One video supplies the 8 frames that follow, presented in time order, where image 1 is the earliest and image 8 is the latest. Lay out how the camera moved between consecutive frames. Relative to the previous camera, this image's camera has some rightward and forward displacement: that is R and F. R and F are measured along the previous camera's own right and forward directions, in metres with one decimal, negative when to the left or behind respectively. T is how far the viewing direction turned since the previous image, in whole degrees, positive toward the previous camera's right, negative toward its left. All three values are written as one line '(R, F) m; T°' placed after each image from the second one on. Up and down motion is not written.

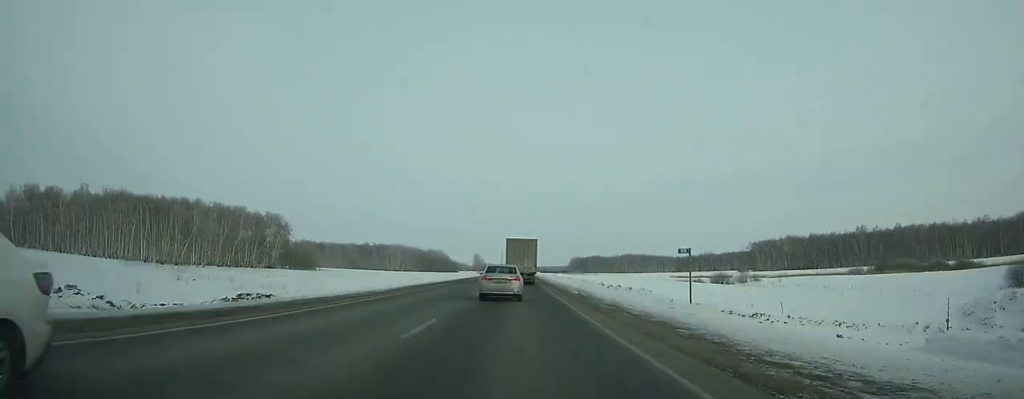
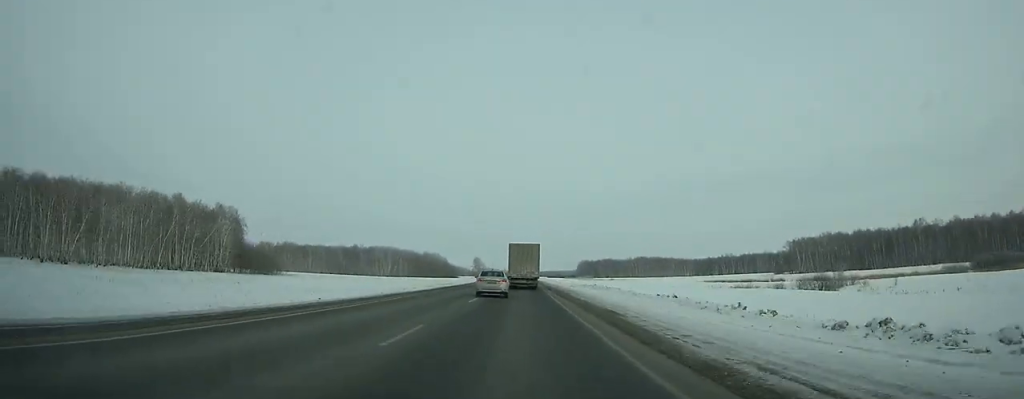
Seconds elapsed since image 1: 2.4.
(-0.1, +53.3) m; -1°
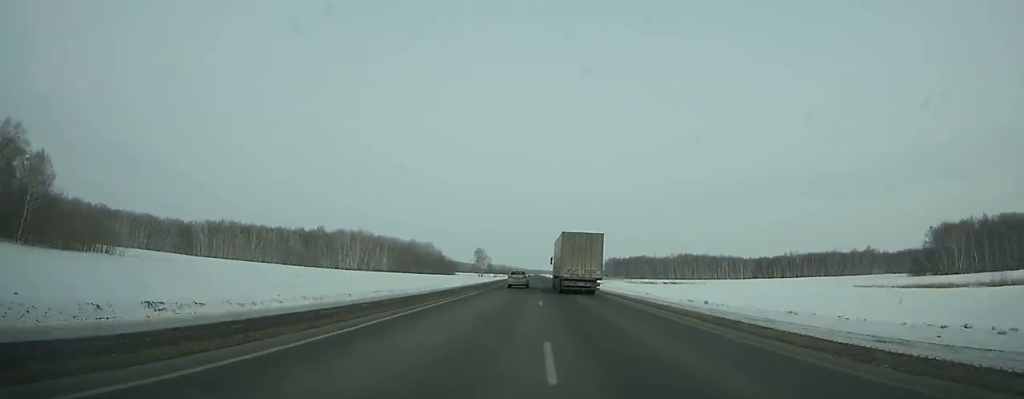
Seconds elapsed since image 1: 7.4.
(-0.9, +123.4) m; 0°
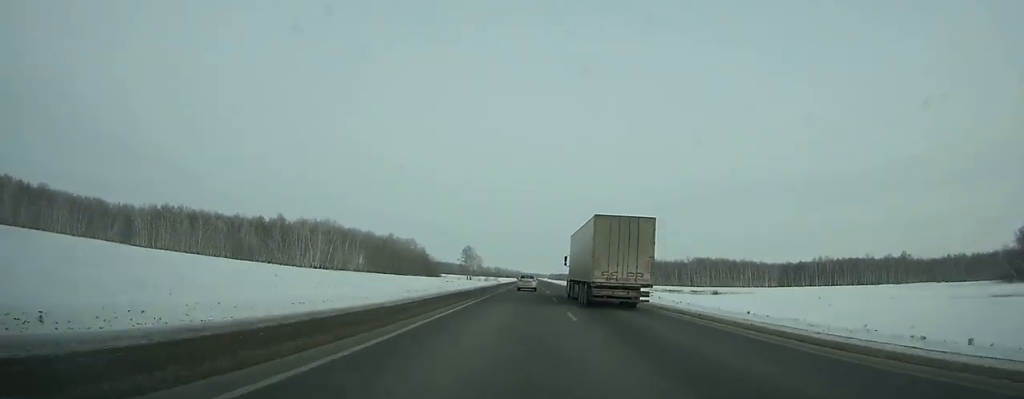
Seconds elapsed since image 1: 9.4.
(+0.2, +54.4) m; 0°
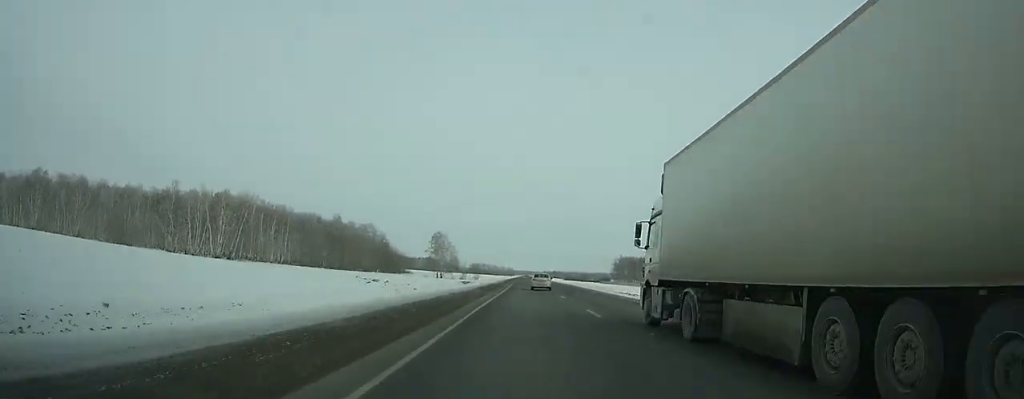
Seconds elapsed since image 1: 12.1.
(-0.1, +79.1) m; +1°
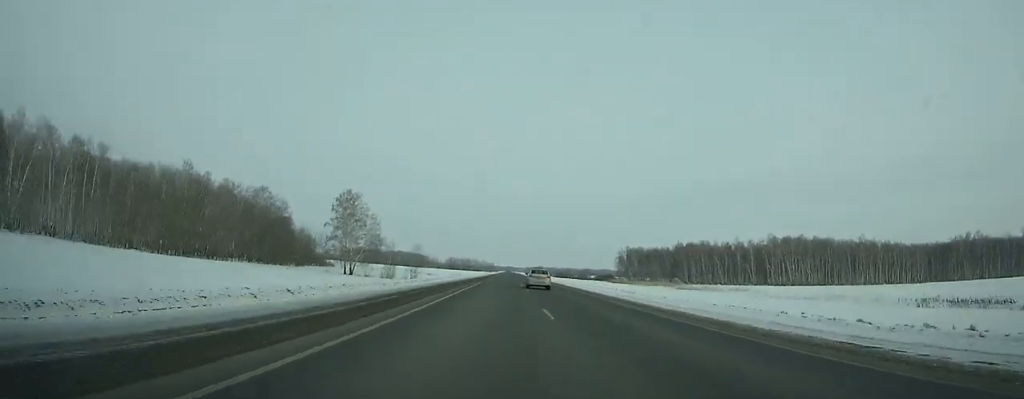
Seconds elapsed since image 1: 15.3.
(+1.7, +97.8) m; +1°
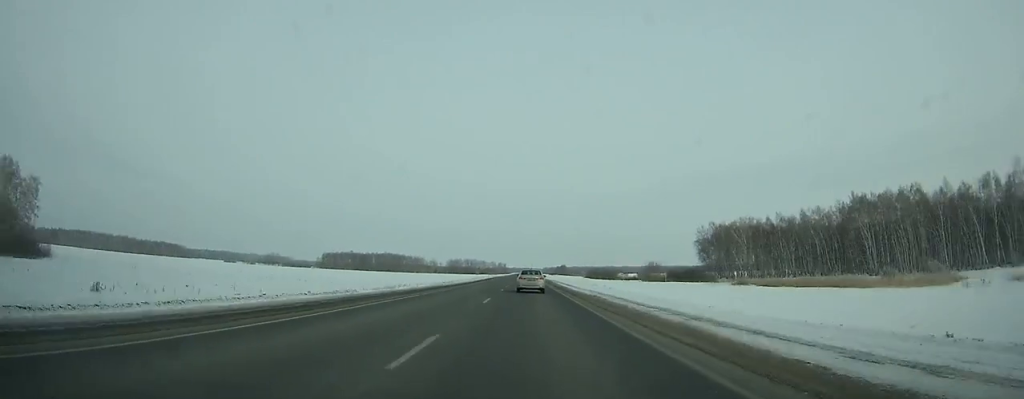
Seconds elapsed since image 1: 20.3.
(-2.5, +153.0) m; -1°
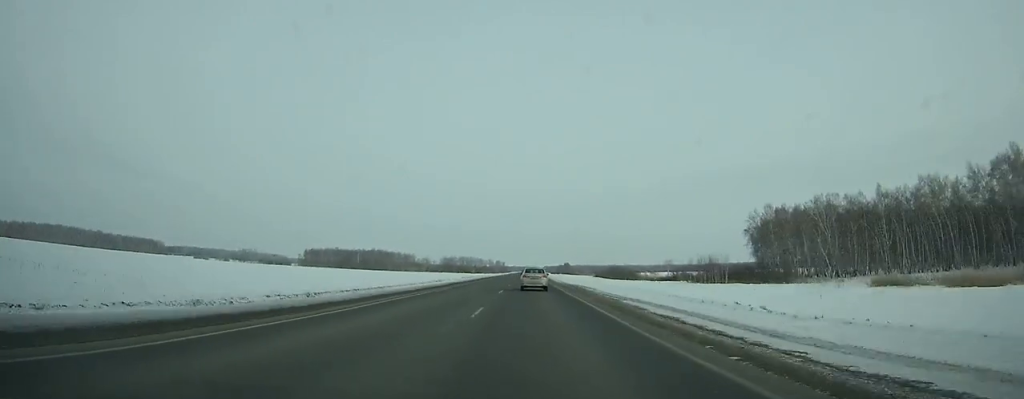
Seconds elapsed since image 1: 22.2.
(-0.2, +56.9) m; 0°
